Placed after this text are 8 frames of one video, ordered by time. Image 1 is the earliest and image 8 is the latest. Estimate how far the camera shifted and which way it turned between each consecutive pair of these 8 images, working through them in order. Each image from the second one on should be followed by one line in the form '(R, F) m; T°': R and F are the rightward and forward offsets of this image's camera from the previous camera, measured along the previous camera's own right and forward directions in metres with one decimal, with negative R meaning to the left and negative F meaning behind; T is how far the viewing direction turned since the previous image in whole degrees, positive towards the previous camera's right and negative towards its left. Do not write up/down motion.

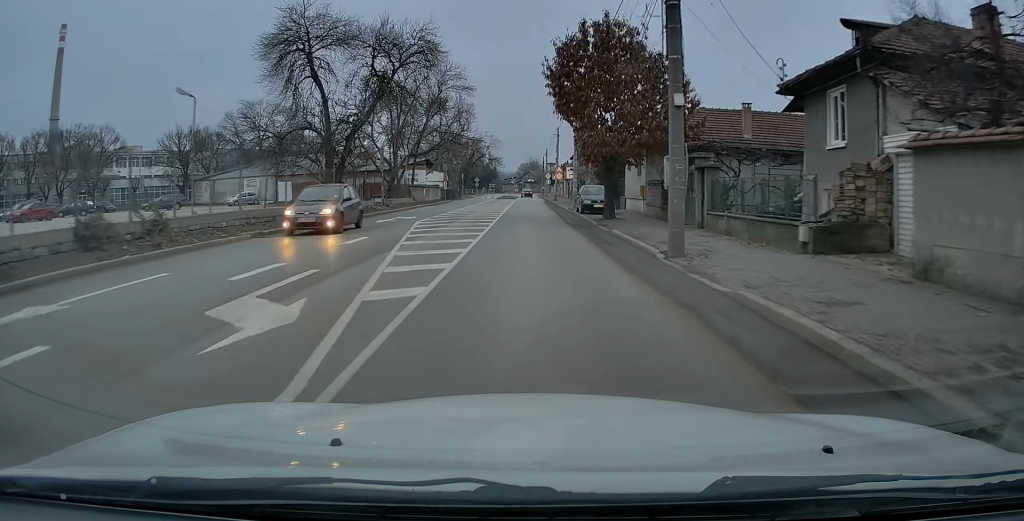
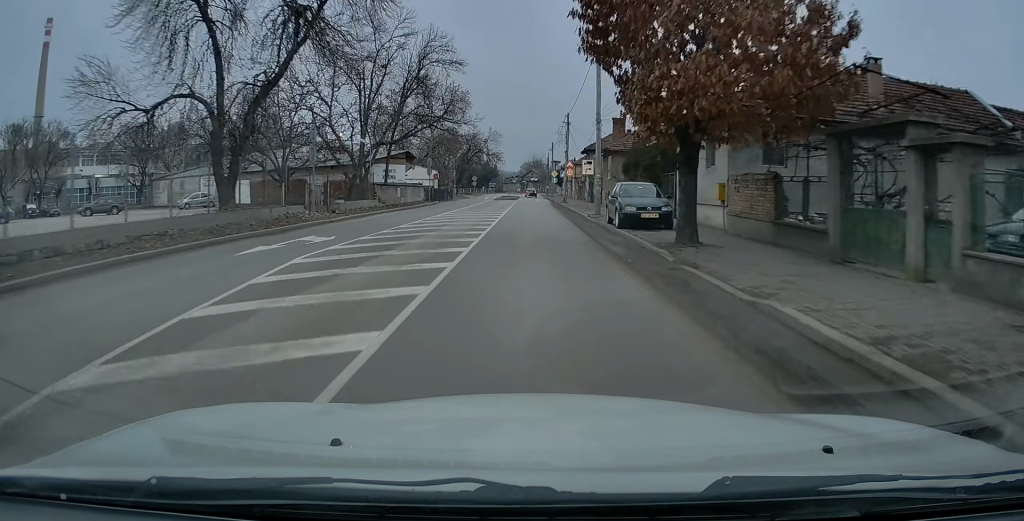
(0.0, +13.0) m; -1°
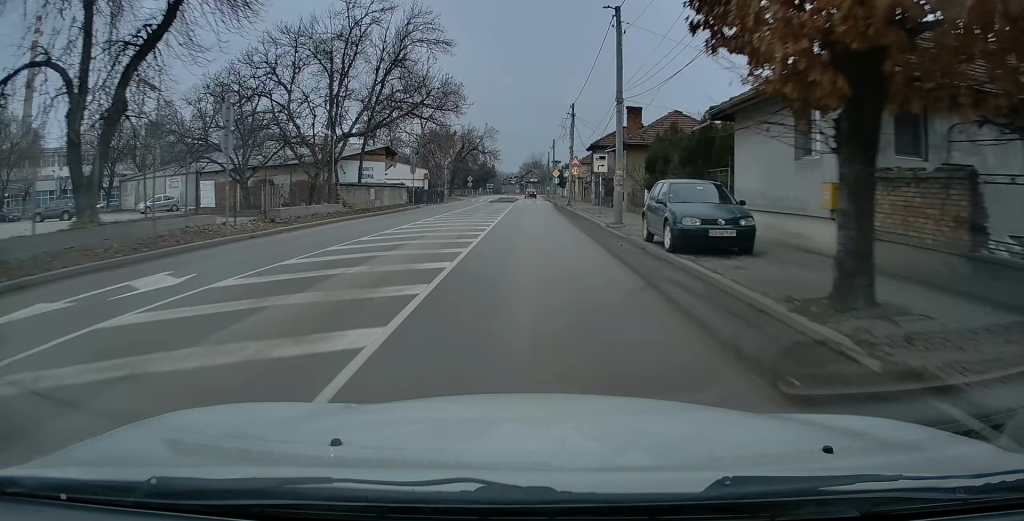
(-0.1, +7.5) m; 0°
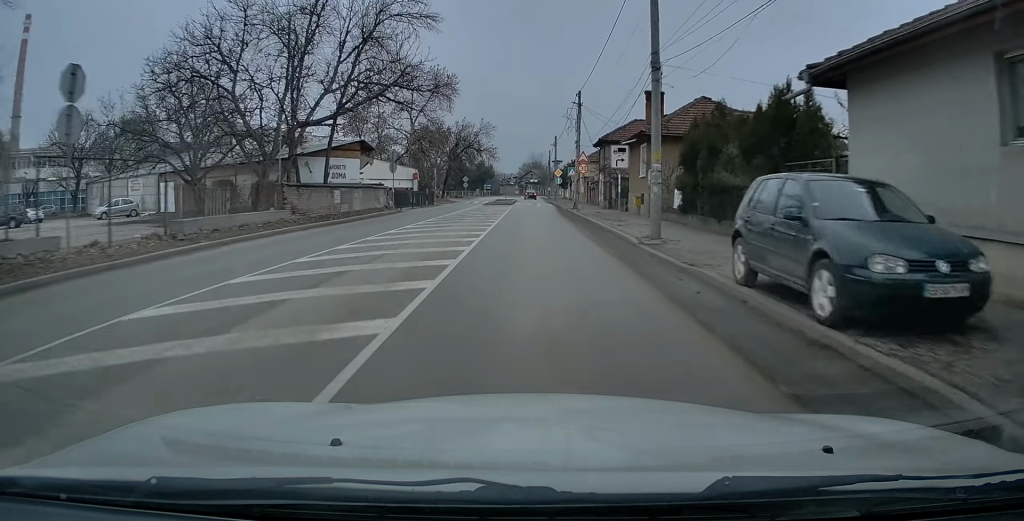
(0.0, +7.0) m; 0°
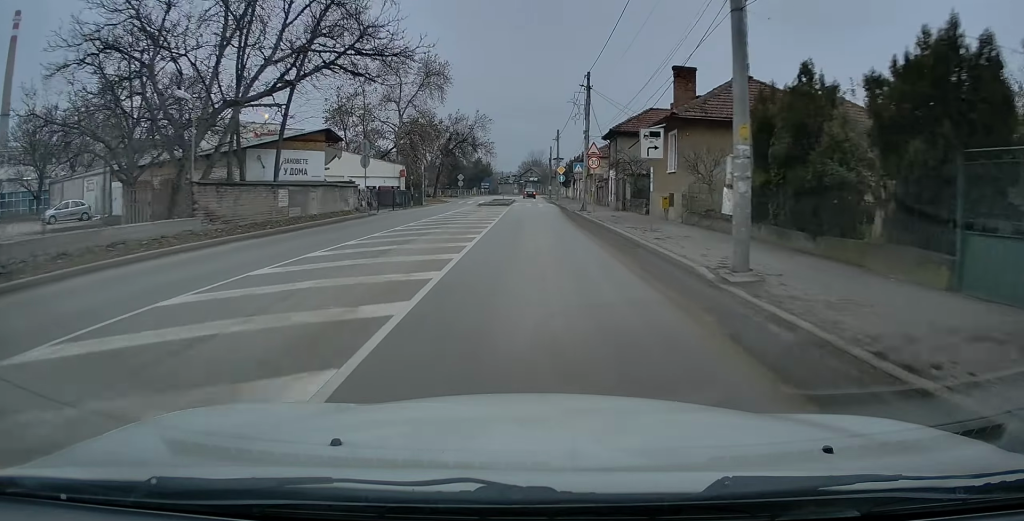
(0.0, +6.9) m; +1°
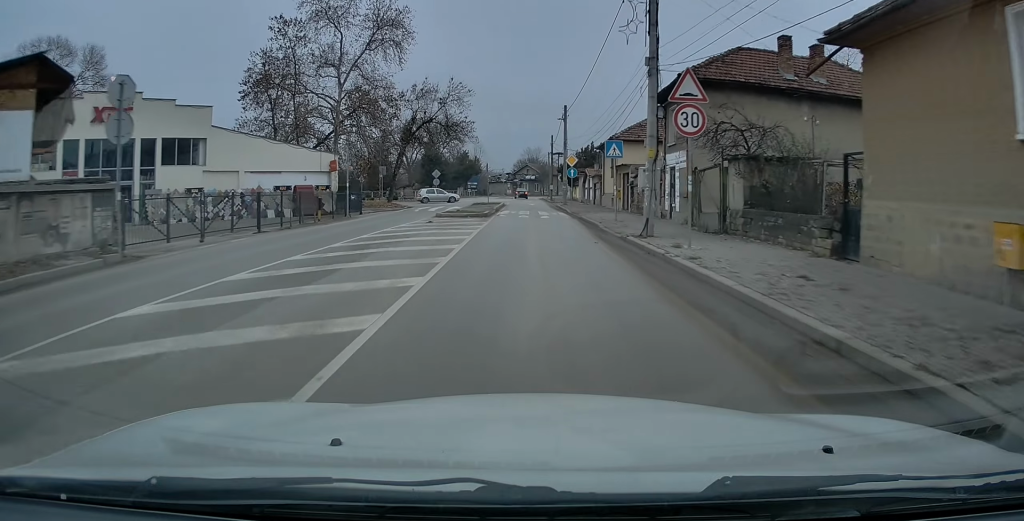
(-0.2, +20.6) m; -1°
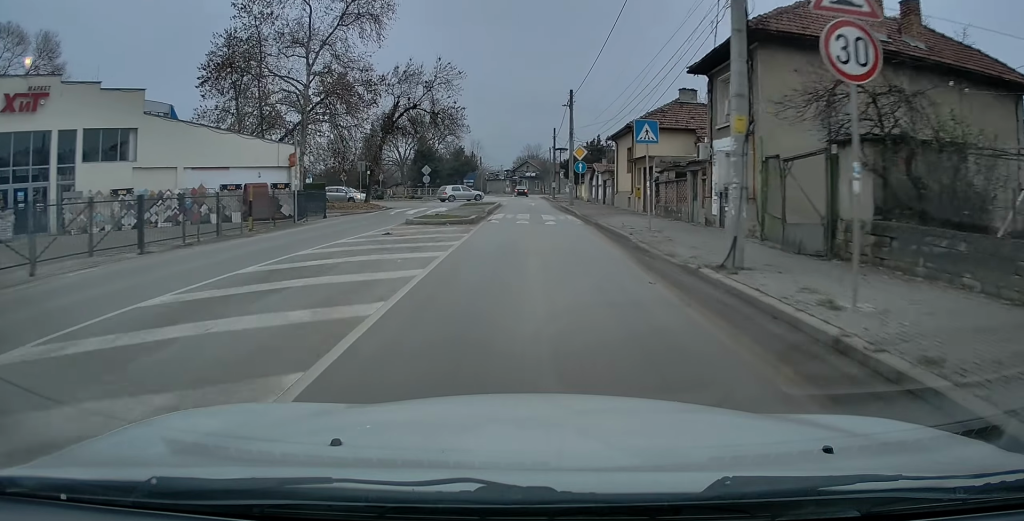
(0.0, +6.9) m; 0°
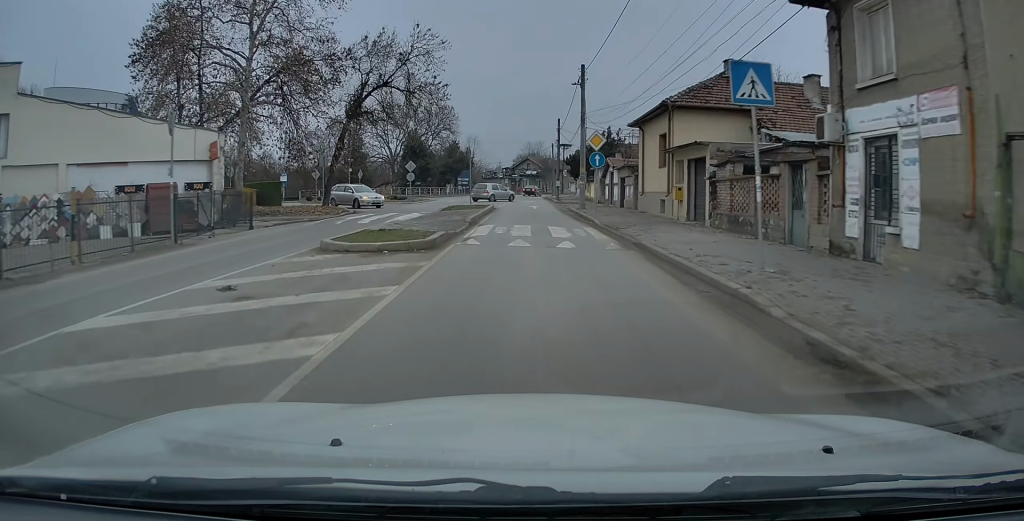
(+0.1, +9.0) m; 0°
